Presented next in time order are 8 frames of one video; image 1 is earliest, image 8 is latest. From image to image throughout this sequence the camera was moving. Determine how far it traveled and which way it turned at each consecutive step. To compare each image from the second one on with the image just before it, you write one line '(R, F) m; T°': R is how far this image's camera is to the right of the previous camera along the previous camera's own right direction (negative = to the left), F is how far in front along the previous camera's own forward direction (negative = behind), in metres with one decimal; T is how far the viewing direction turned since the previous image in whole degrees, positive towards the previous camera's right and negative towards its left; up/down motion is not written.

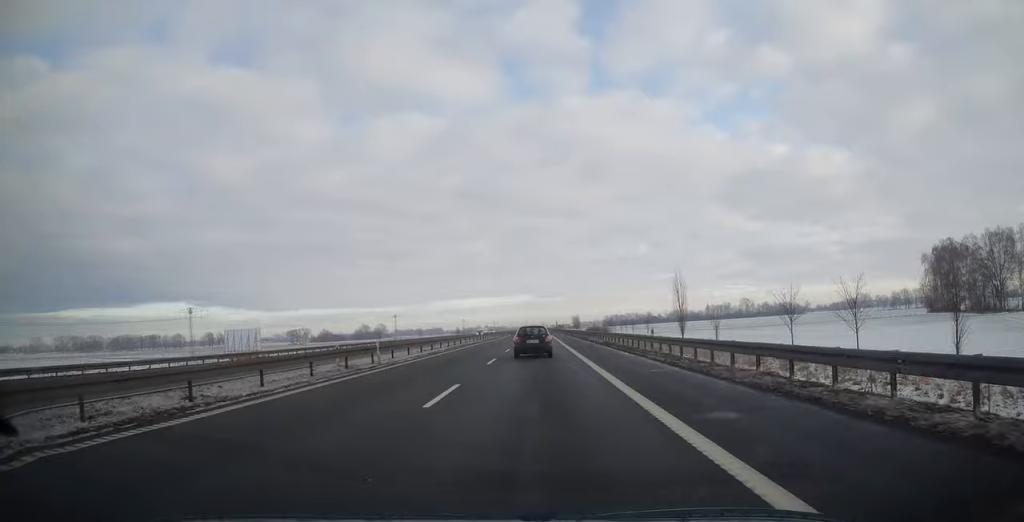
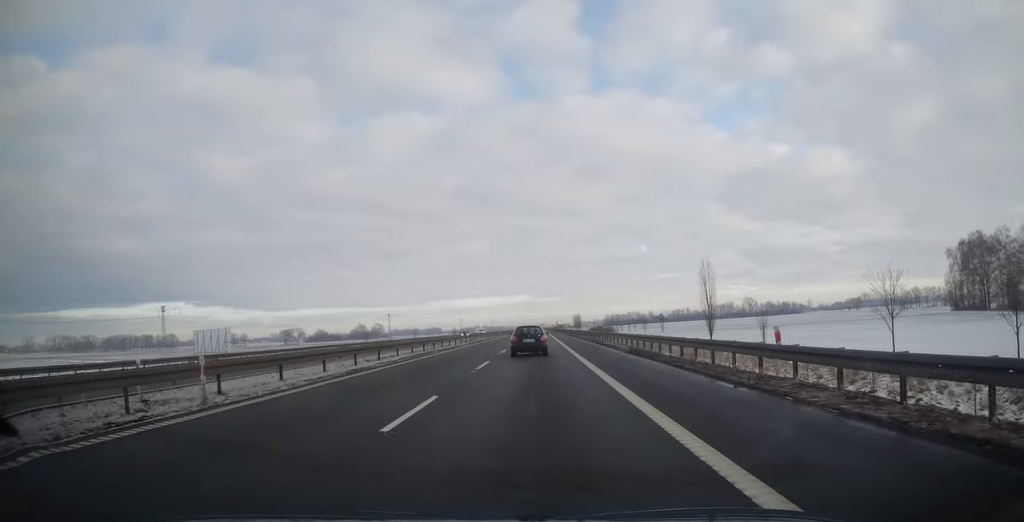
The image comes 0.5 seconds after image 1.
(0.0, +12.4) m; 0°
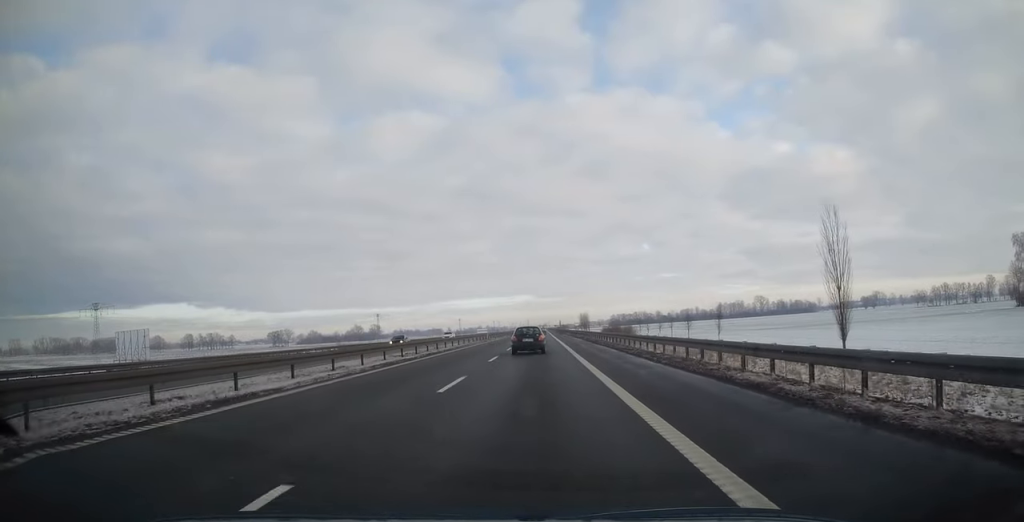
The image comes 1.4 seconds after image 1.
(0.0, +29.7) m; 0°
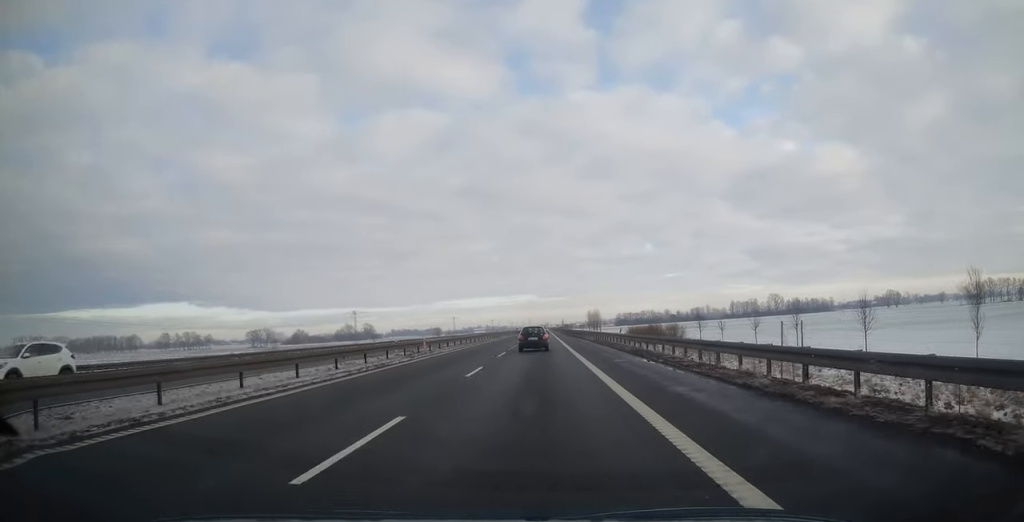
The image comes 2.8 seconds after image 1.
(-0.3, +47.6) m; 0°
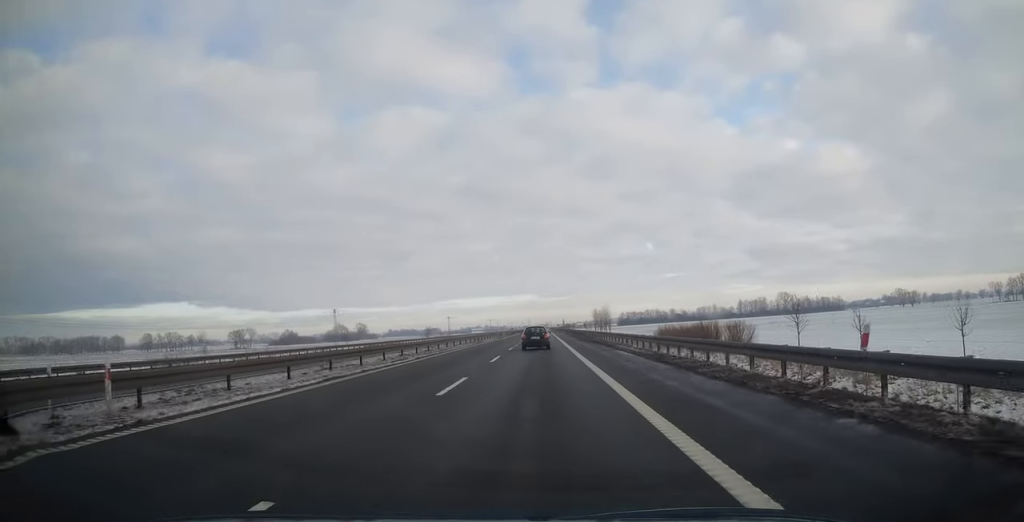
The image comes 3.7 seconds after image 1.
(0.0, +32.8) m; 0°
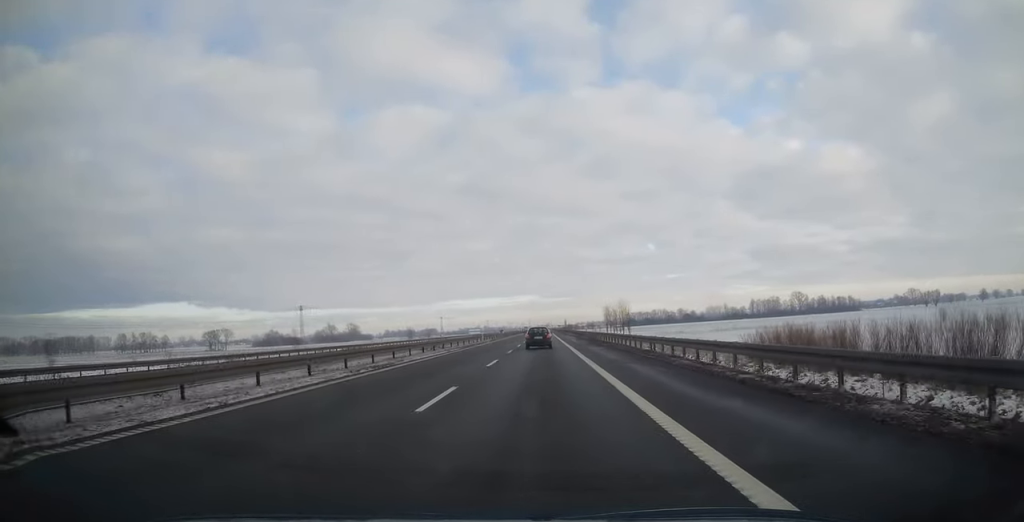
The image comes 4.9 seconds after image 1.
(0.0, +41.4) m; 0°
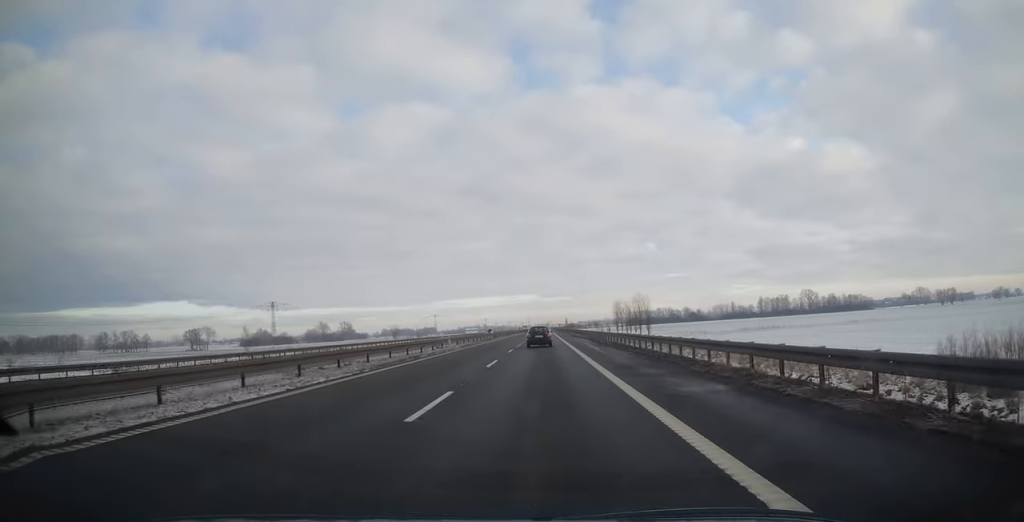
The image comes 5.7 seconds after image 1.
(0.0, +26.5) m; 0°
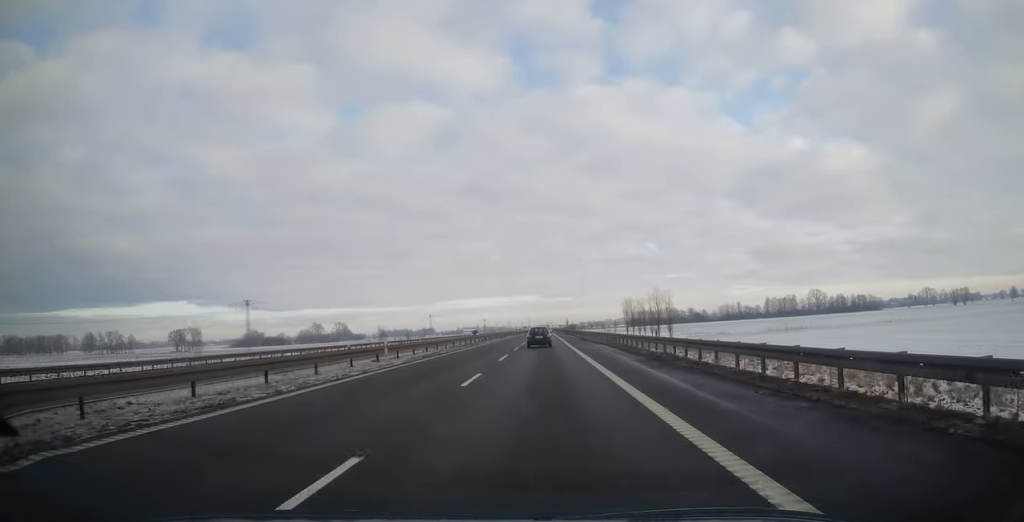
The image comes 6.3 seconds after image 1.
(0.0, +19.2) m; 0°
